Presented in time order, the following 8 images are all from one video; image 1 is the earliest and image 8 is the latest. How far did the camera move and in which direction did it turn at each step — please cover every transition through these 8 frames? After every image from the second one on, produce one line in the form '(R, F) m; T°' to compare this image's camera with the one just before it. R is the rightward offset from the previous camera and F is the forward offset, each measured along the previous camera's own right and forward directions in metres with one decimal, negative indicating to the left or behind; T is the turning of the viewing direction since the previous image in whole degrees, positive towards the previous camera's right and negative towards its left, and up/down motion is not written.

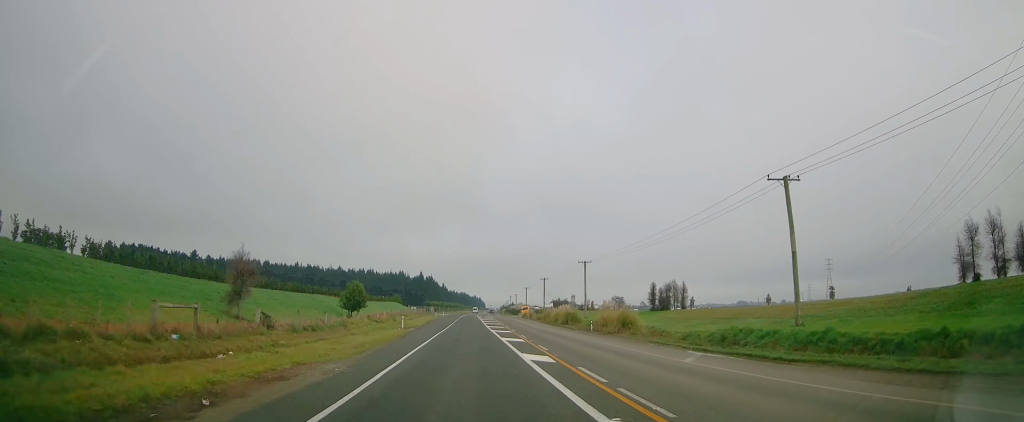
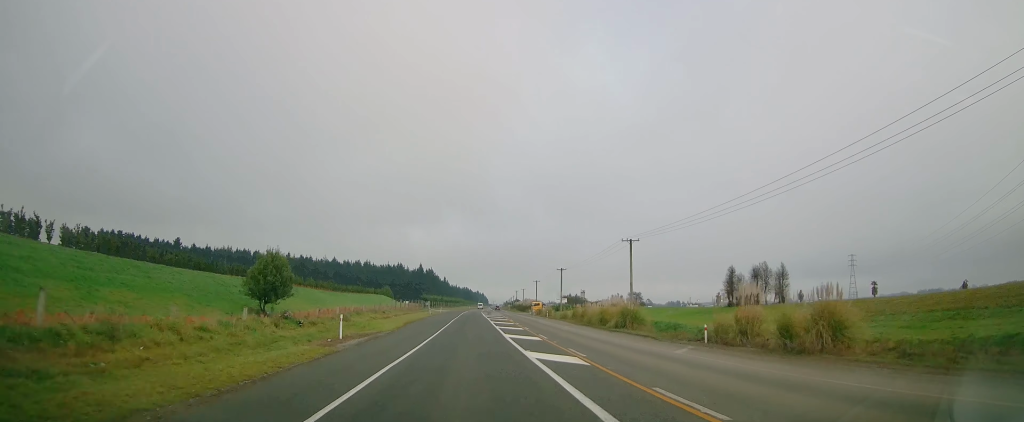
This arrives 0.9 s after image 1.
(+0.3, +23.9) m; -1°
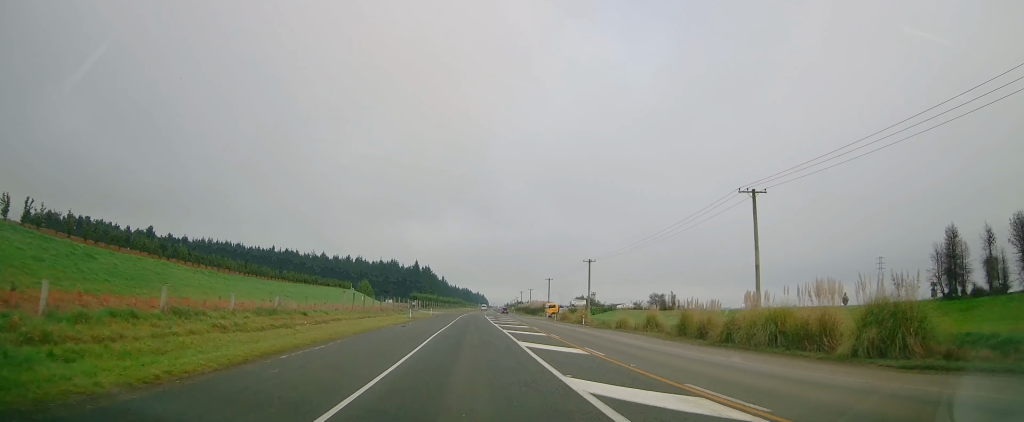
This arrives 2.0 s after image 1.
(-0.7, +29.1) m; -1°
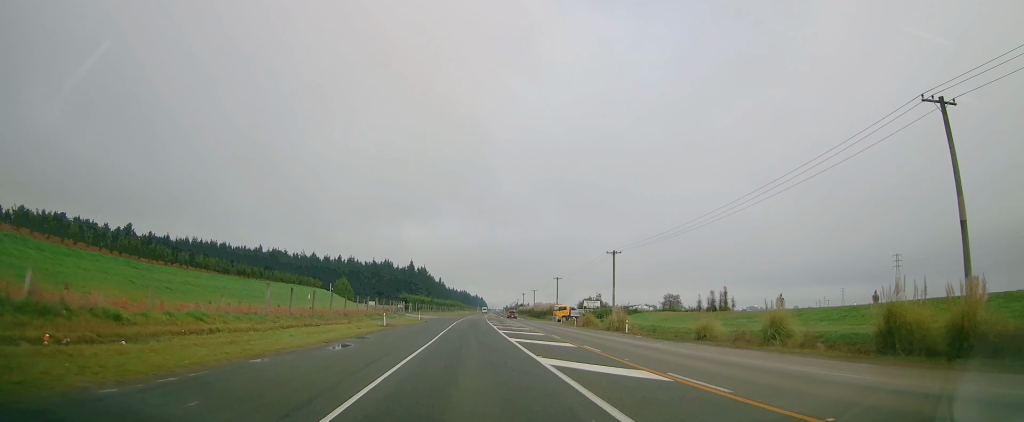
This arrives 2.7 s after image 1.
(+0.2, +17.7) m; 0°
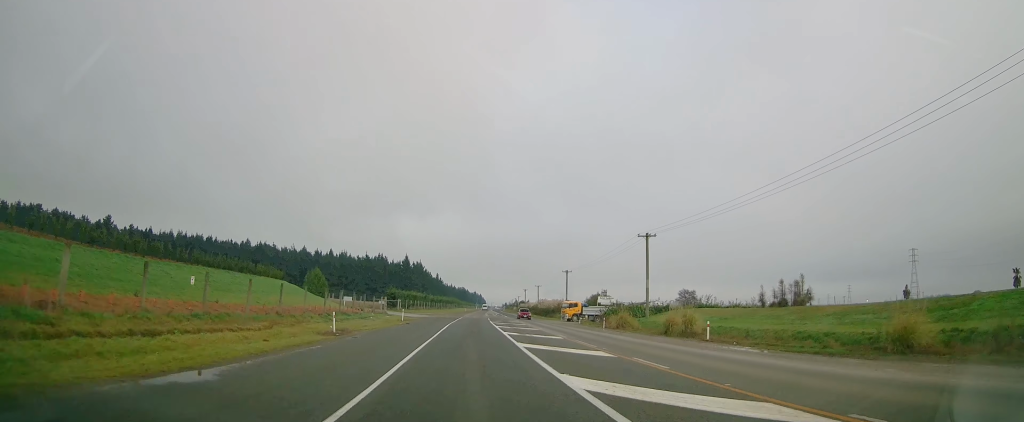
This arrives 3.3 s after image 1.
(+0.1, +16.0) m; 0°
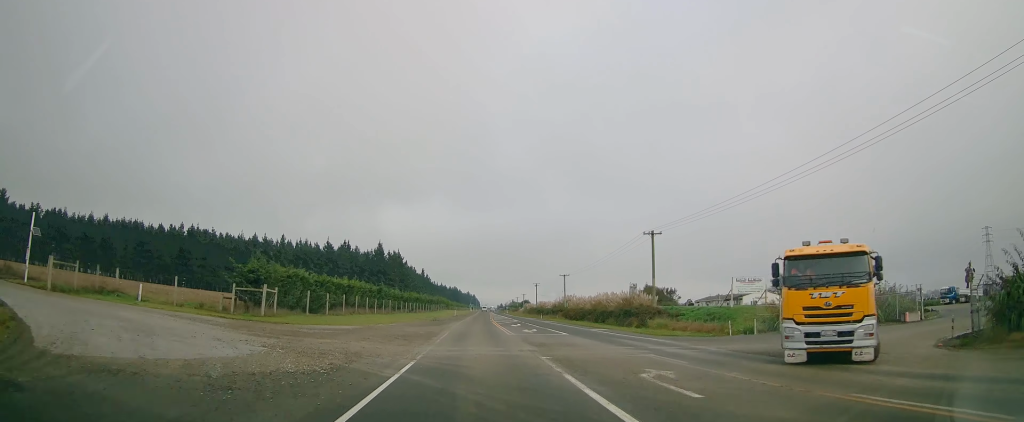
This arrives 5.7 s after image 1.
(-0.6, +63.8) m; 0°
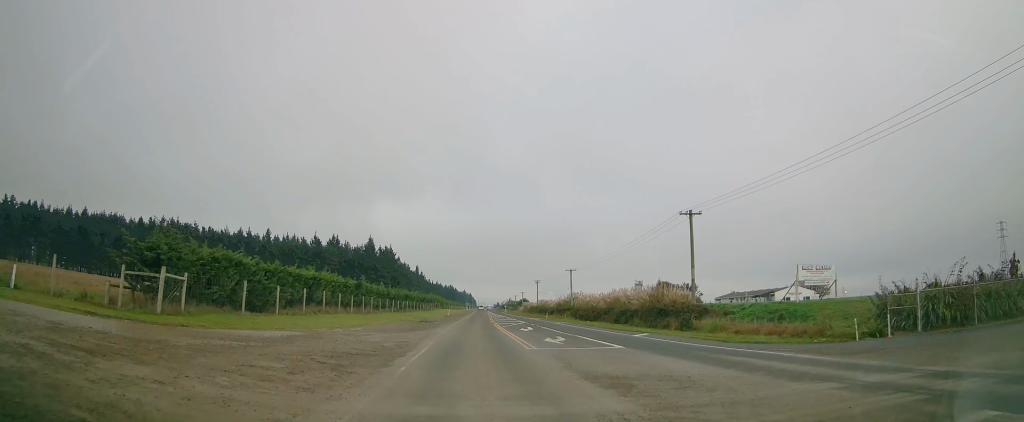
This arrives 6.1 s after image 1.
(0.0, +12.4) m; +1°
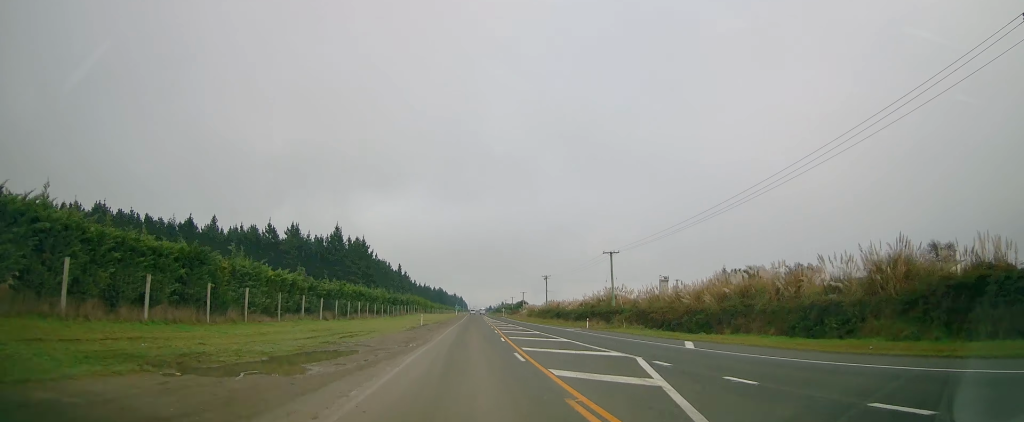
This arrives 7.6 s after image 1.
(+0.2, +38.0) m; 0°
